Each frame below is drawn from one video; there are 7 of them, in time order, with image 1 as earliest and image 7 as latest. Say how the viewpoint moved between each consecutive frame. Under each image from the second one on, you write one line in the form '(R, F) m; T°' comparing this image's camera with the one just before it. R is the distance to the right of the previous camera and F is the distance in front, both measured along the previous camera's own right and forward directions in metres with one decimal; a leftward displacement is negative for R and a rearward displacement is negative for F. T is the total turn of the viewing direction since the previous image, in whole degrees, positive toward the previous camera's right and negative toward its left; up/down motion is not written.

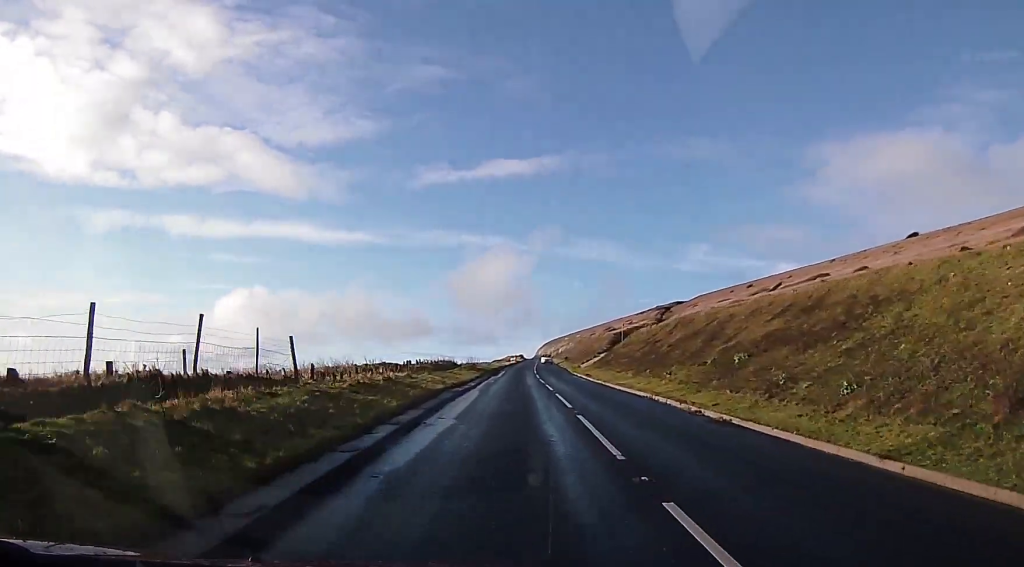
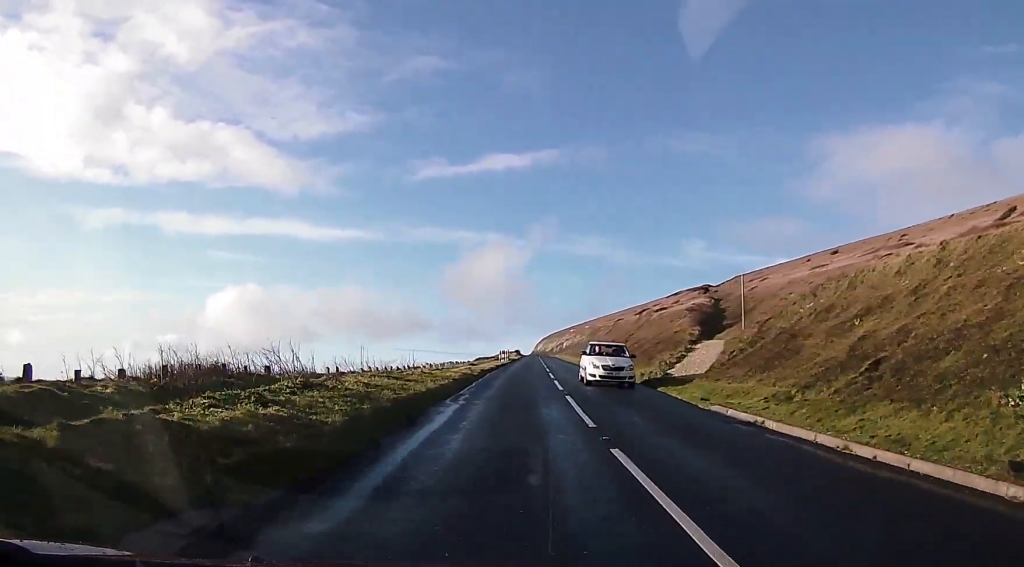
(+0.8, +42.5) m; +2°
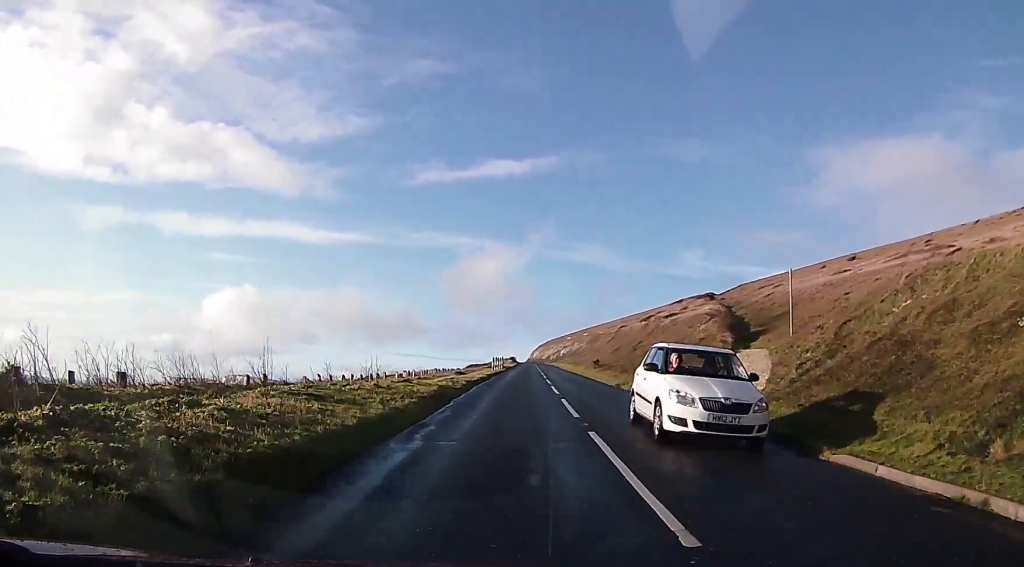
(0.0, +7.0) m; +1°
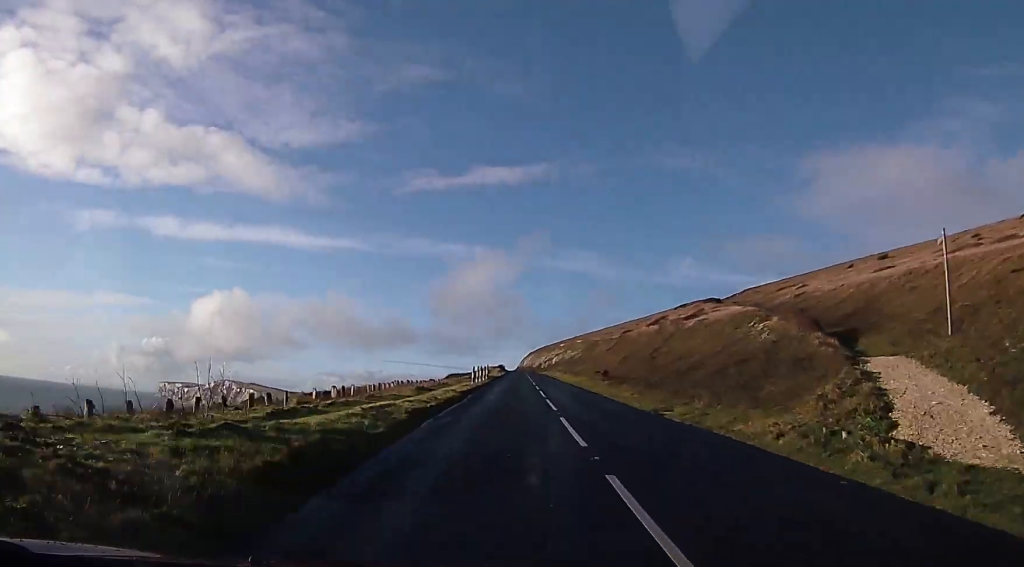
(+0.1, +12.1) m; +1°
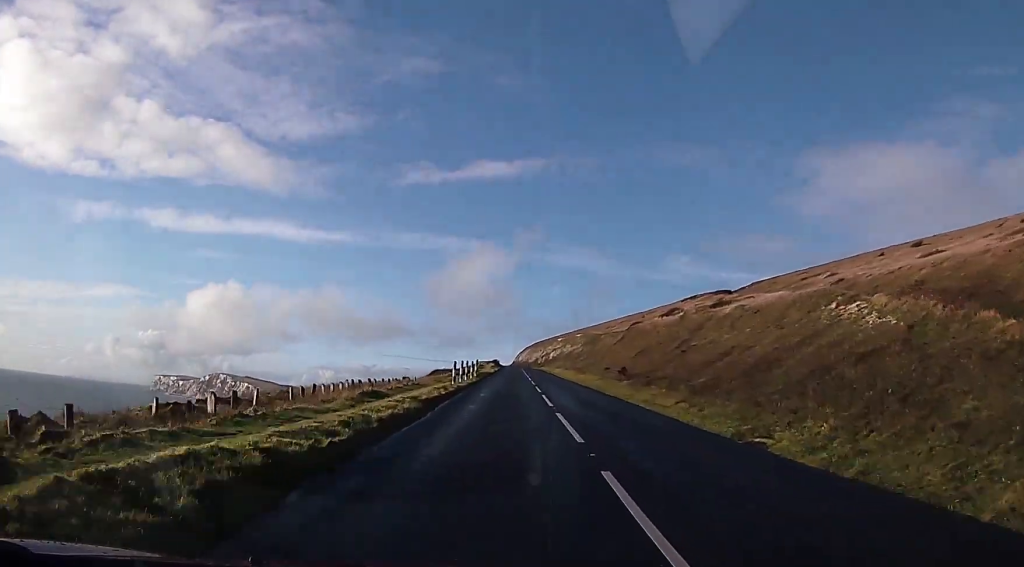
(0.0, +9.2) m; 0°
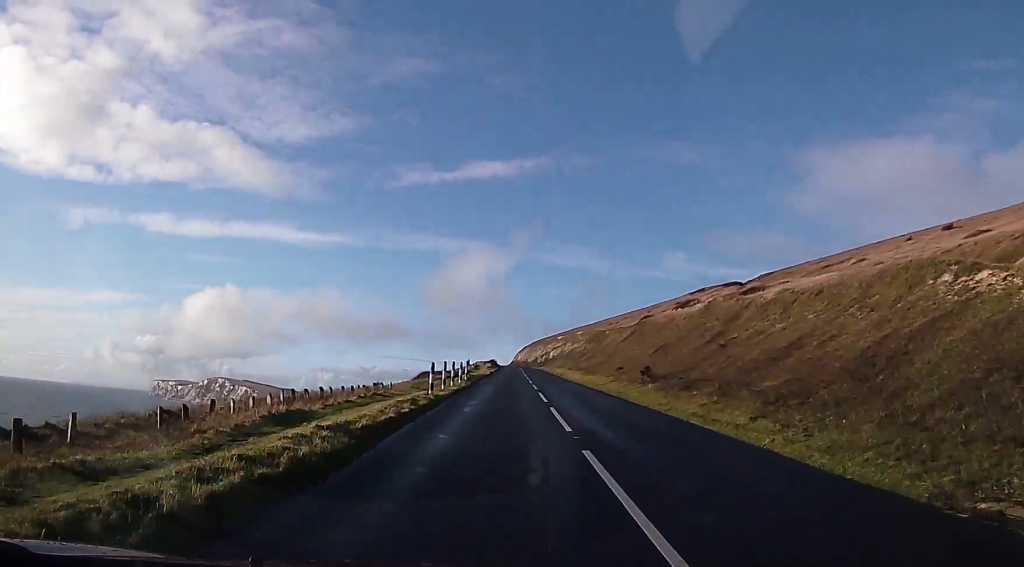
(0.0, +7.1) m; 0°
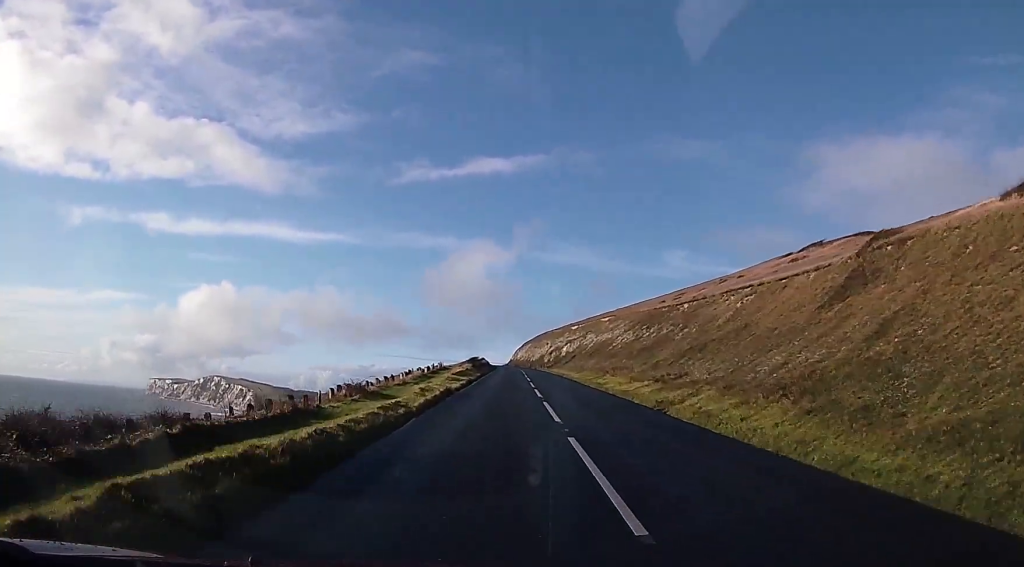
(-0.2, +44.0) m; 0°
